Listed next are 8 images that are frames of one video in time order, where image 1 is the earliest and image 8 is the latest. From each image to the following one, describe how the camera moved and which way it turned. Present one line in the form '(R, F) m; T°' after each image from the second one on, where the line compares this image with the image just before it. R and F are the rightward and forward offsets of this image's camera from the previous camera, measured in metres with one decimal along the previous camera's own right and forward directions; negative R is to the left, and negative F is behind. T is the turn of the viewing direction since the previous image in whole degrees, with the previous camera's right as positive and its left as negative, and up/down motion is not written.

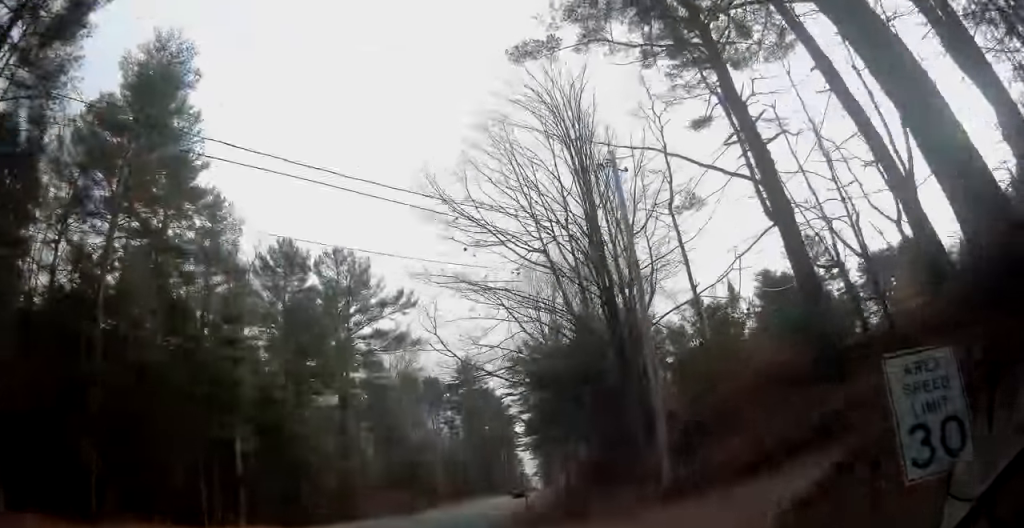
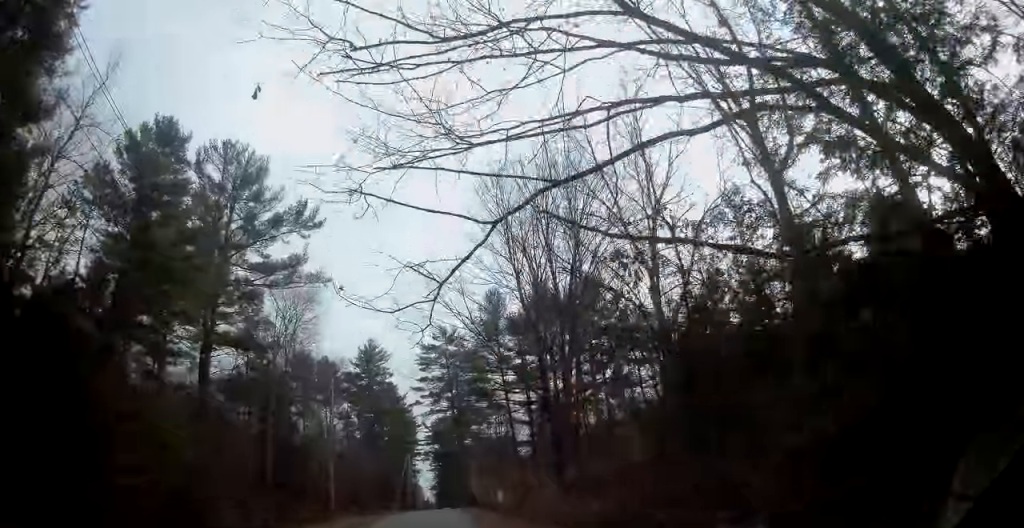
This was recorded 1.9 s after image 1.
(+2.0, +20.5) m; +10°
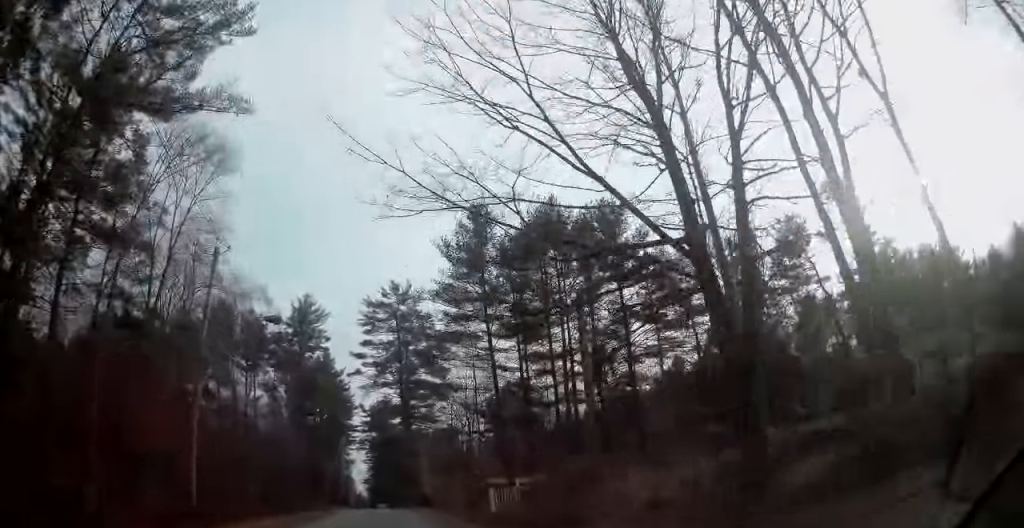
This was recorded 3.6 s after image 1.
(+1.6, +20.0) m; +8°
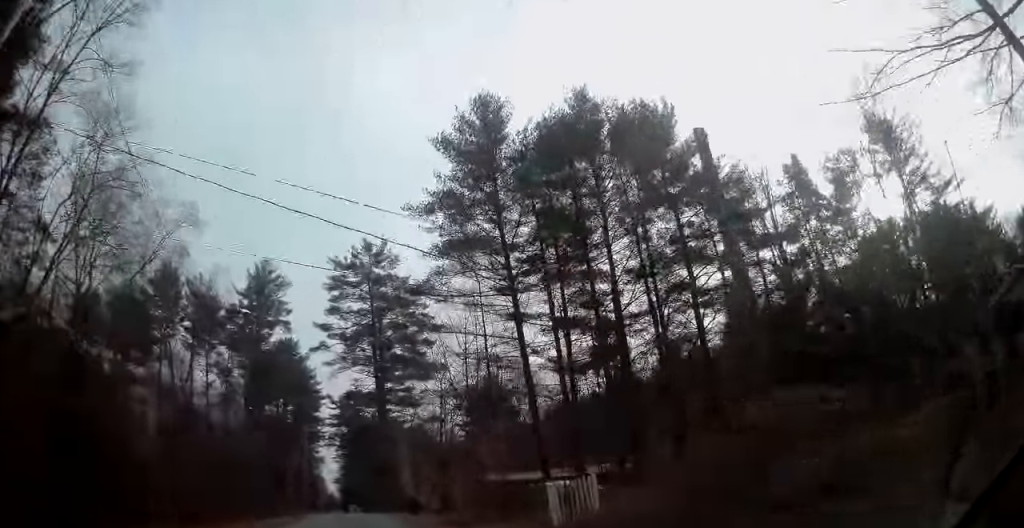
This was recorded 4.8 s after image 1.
(+0.2, +14.1) m; 0°
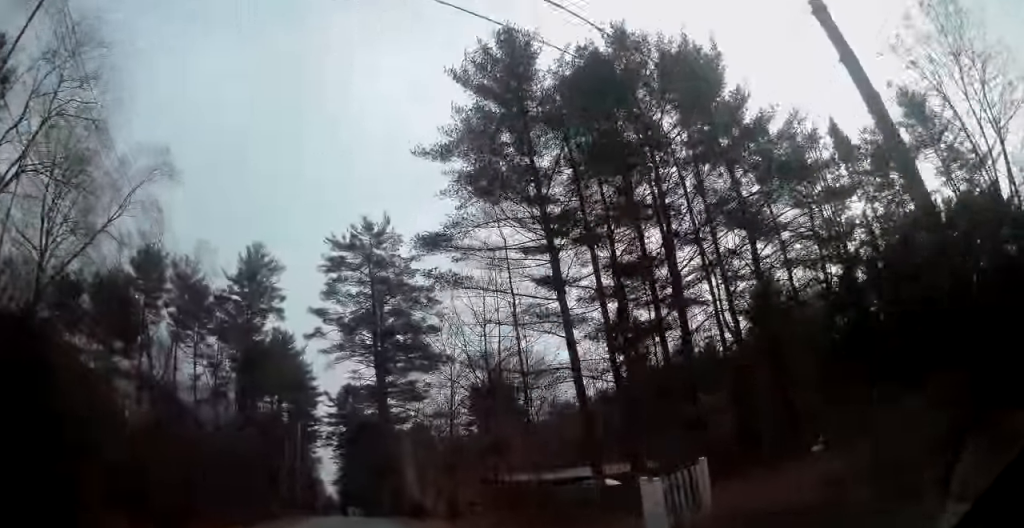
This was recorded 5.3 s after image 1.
(-0.1, +6.2) m; 0°
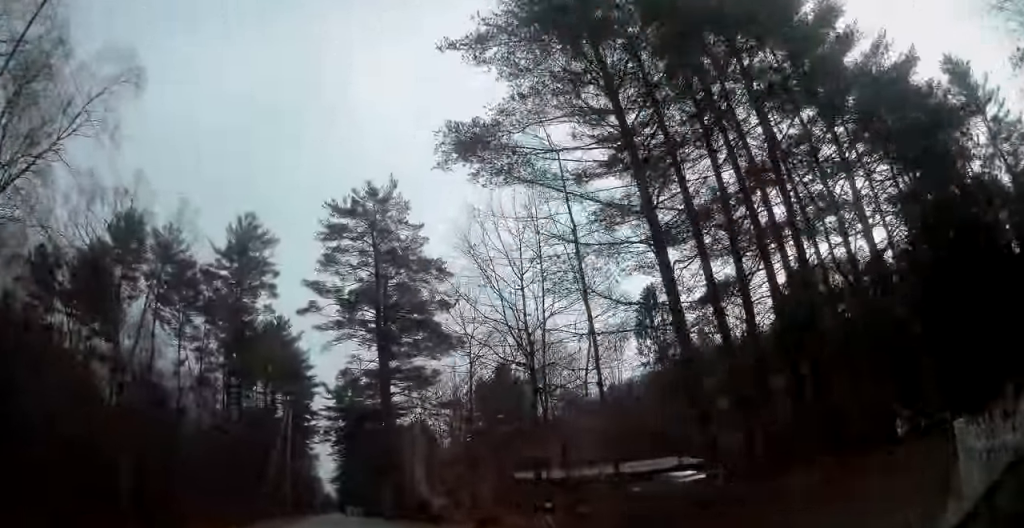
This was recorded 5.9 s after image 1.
(0.0, +7.5) m; 0°
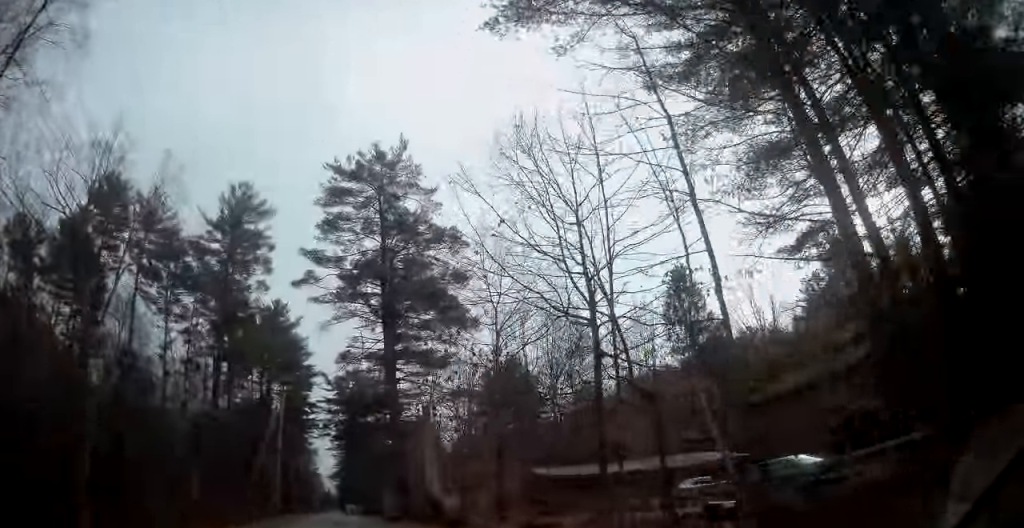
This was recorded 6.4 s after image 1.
(+0.1, +6.3) m; 0°
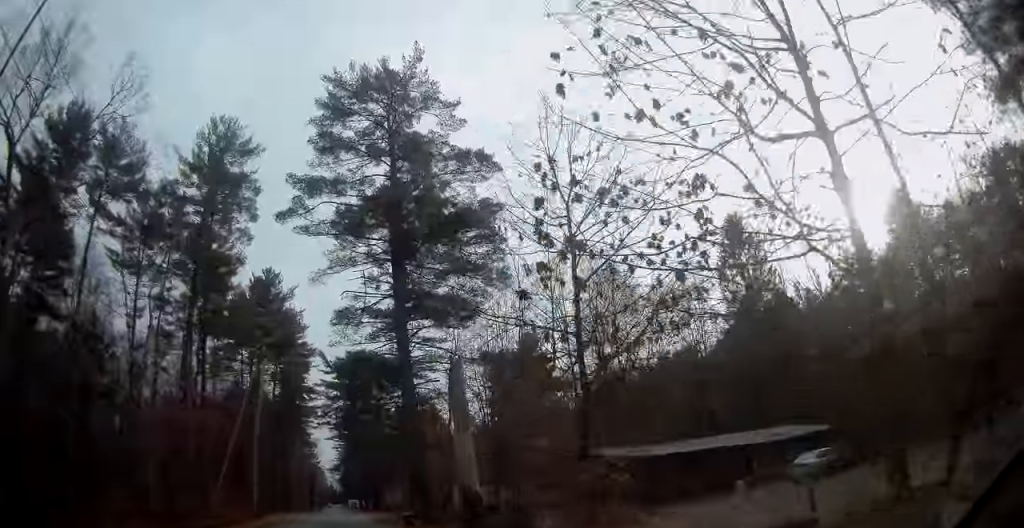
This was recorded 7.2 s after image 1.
(-0.2, +10.7) m; -1°
